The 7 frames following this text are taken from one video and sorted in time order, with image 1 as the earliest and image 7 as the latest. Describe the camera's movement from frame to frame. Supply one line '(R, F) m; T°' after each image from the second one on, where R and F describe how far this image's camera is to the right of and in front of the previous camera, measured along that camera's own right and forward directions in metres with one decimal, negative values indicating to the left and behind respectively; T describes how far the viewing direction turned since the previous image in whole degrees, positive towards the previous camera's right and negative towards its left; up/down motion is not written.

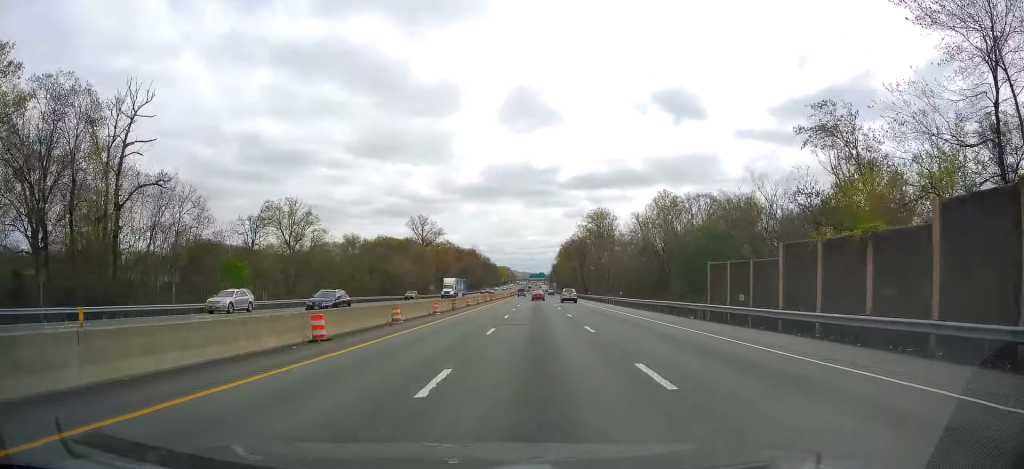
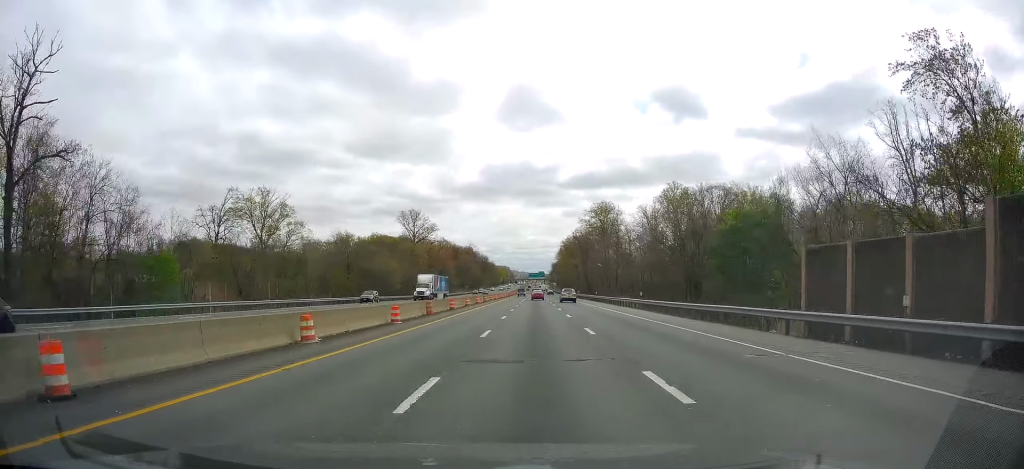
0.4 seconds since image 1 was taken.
(-0.1, +13.3) m; 0°
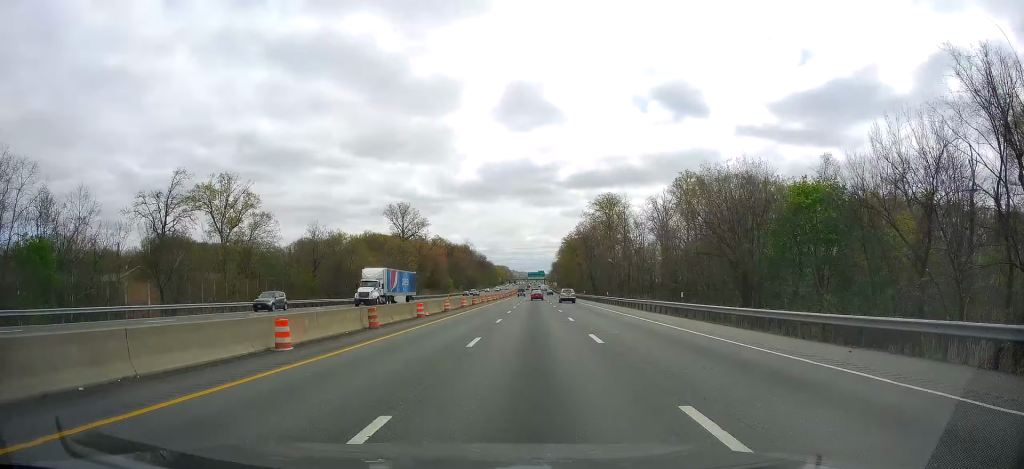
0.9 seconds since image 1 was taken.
(+0.3, +15.3) m; 0°
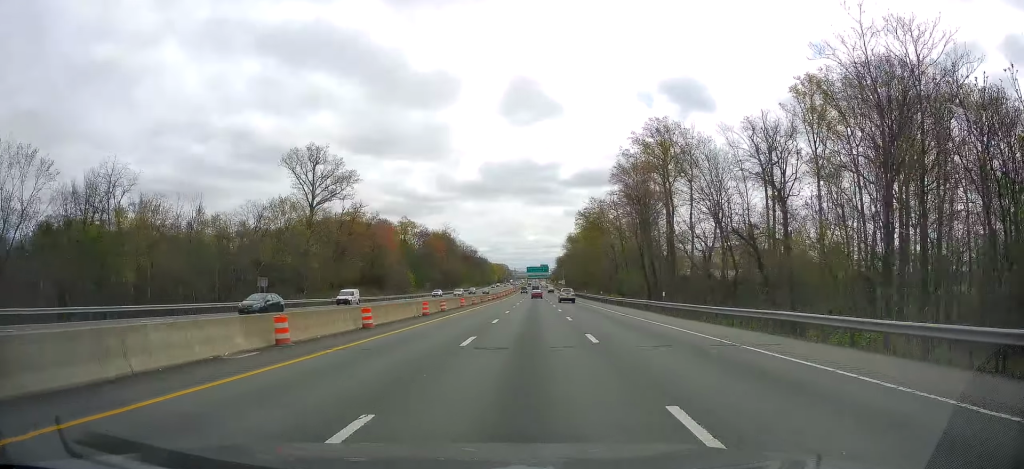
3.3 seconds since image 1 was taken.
(-0.8, +72.8) m; -1°
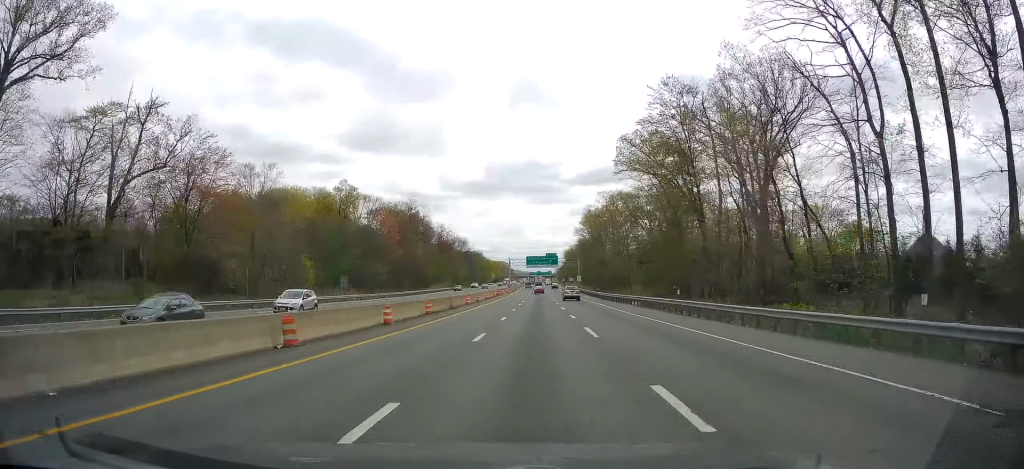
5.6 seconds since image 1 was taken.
(+1.1, +71.7) m; +1°
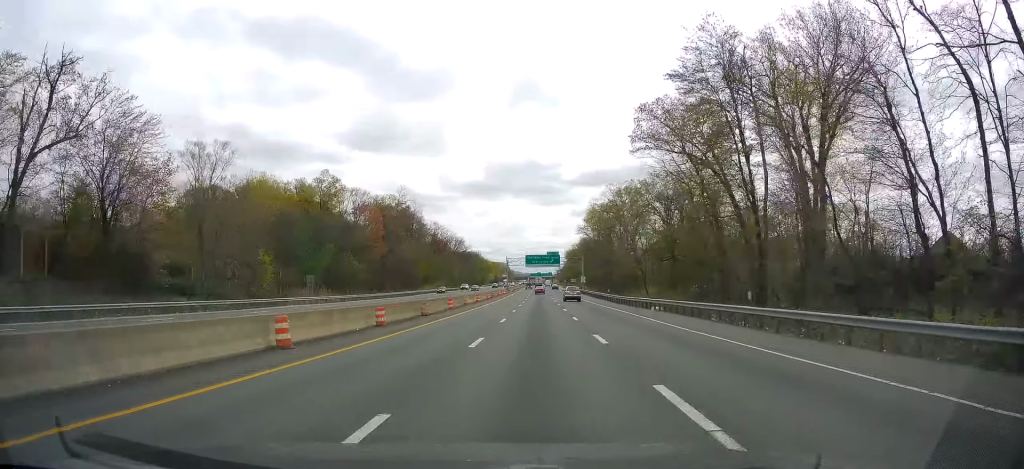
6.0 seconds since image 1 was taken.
(-0.2, +13.5) m; 0°
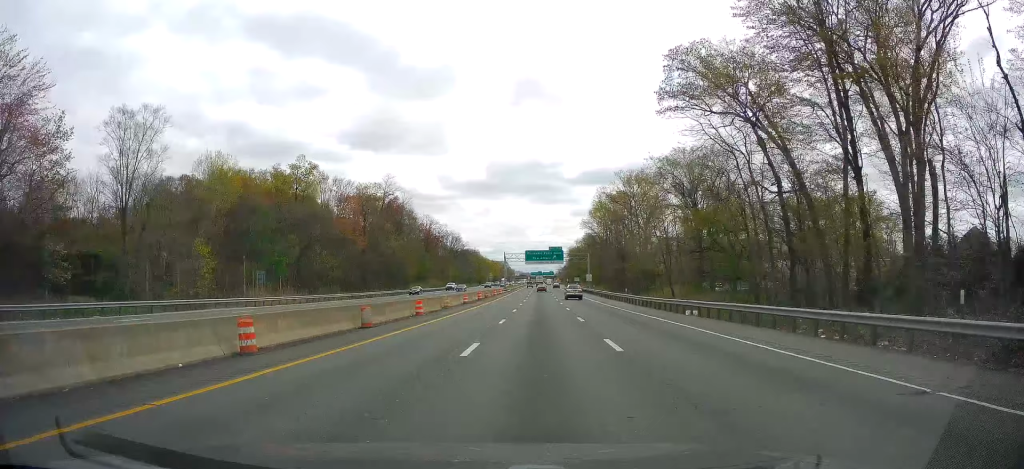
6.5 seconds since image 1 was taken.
(-0.1, +14.6) m; 0°
